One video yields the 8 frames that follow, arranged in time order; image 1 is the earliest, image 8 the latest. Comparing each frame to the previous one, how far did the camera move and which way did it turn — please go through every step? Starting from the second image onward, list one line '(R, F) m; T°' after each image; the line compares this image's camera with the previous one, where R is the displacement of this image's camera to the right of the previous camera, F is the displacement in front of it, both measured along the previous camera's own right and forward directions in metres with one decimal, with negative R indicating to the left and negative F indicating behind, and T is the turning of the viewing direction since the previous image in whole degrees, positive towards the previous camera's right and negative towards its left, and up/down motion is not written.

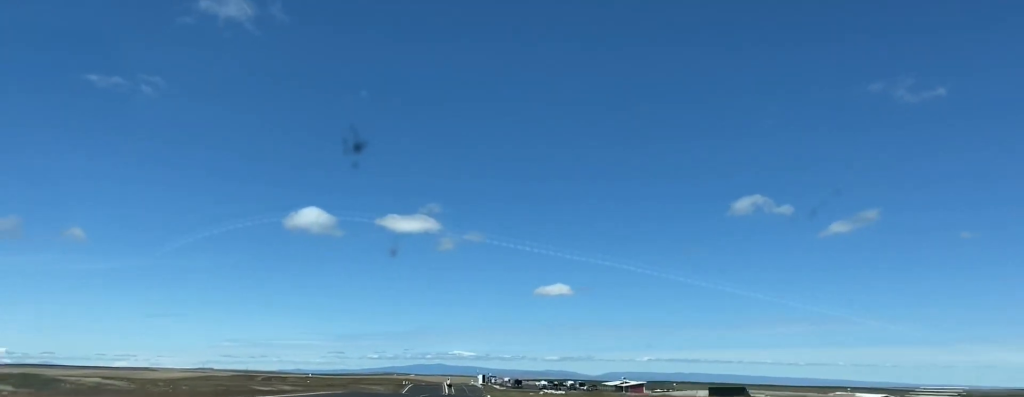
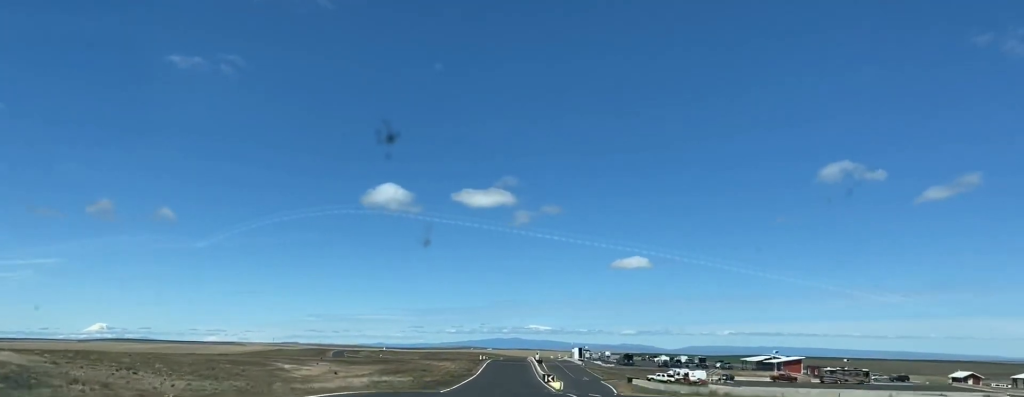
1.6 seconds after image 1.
(-3.6, +63.2) m; -4°
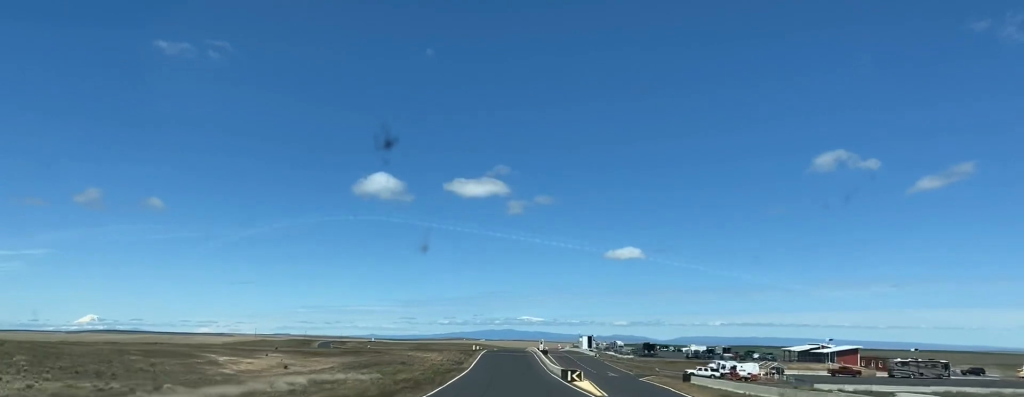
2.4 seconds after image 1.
(-0.1, +34.2) m; 0°
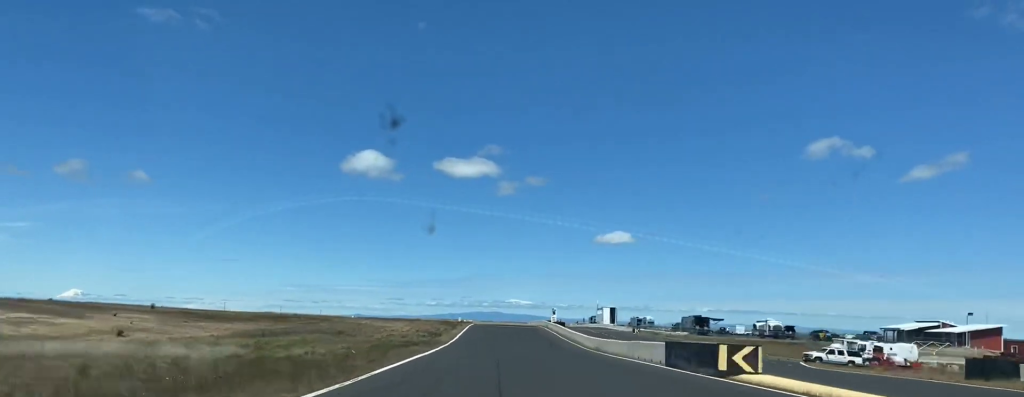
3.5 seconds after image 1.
(+0.3, +50.3) m; +1°
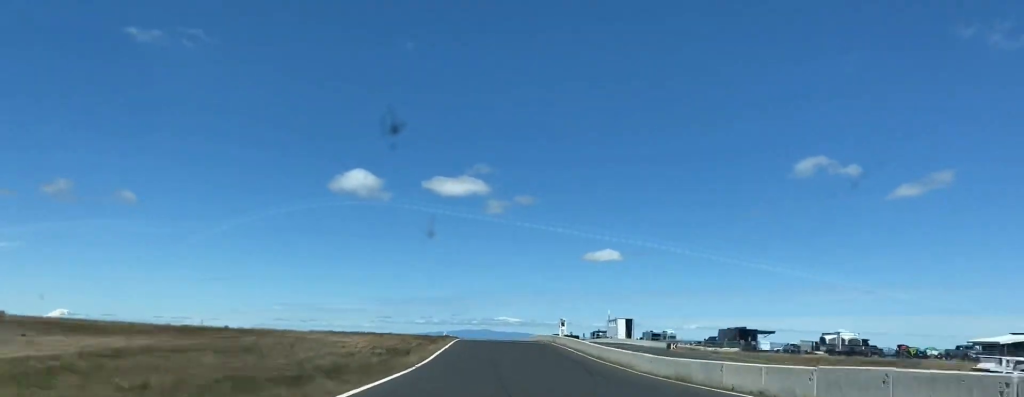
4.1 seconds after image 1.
(+0.2, +25.3) m; 0°
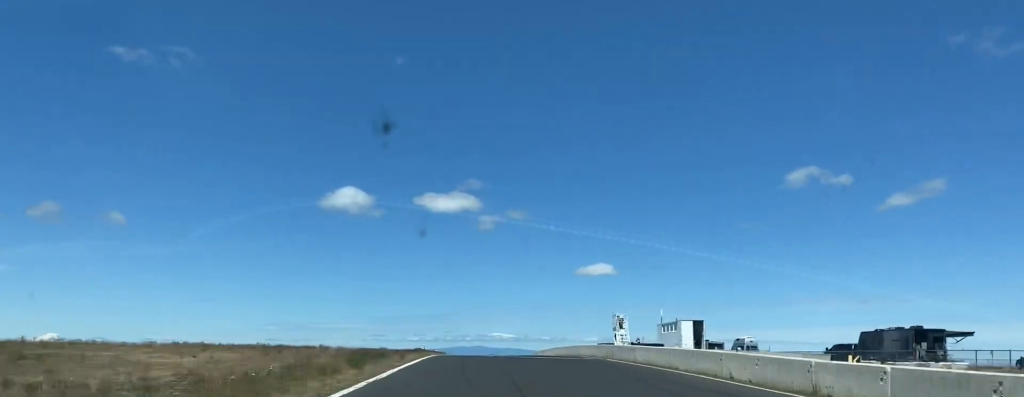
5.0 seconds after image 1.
(0.0, +43.7) m; 0°
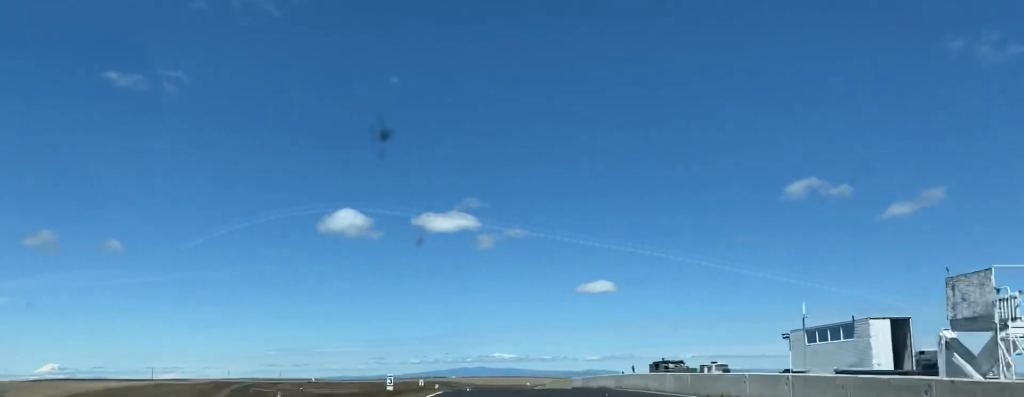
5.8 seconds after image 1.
(+0.1, +38.8) m; 0°
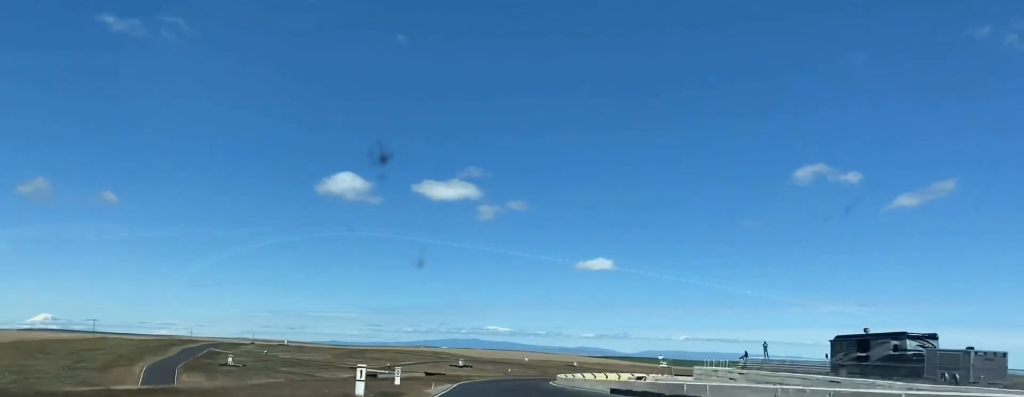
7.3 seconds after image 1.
(+0.5, +71.9) m; 0°
